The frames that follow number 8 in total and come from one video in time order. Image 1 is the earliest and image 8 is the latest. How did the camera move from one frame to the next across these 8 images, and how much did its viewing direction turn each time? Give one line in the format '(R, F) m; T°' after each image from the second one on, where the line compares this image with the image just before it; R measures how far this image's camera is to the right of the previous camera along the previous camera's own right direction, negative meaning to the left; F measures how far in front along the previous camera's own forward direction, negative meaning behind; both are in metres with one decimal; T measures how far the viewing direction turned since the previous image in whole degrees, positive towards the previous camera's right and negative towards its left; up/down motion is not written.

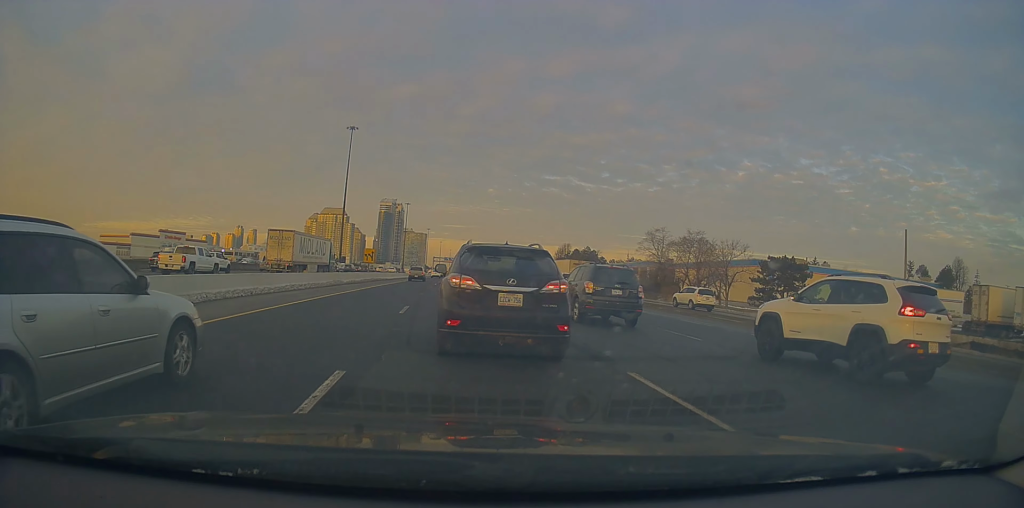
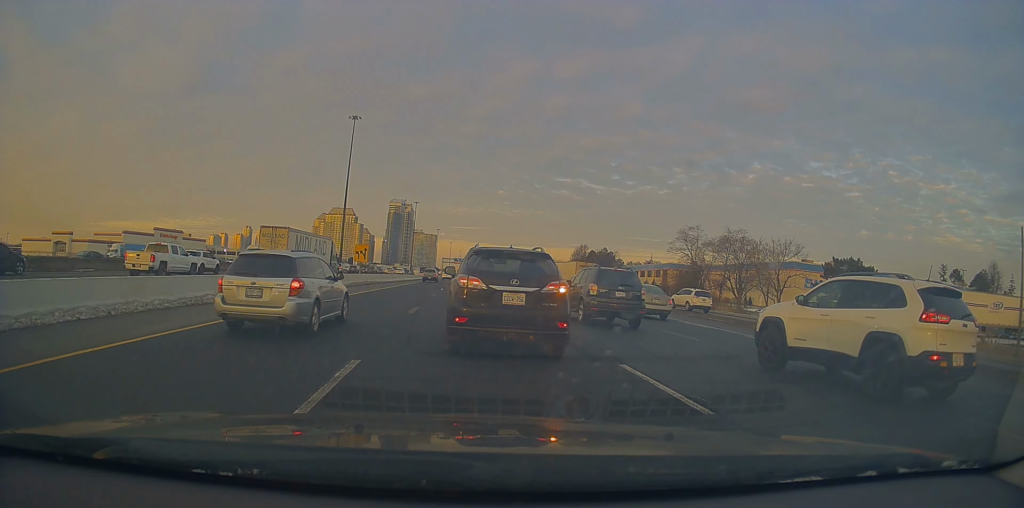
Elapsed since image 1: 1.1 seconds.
(-0.1, +11.6) m; -2°
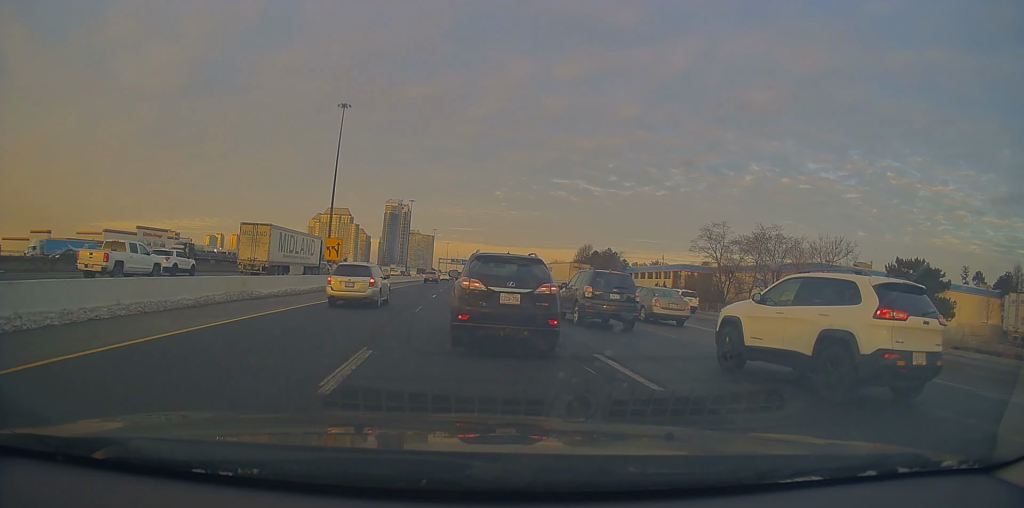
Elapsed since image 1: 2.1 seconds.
(-0.3, +10.9) m; +1°
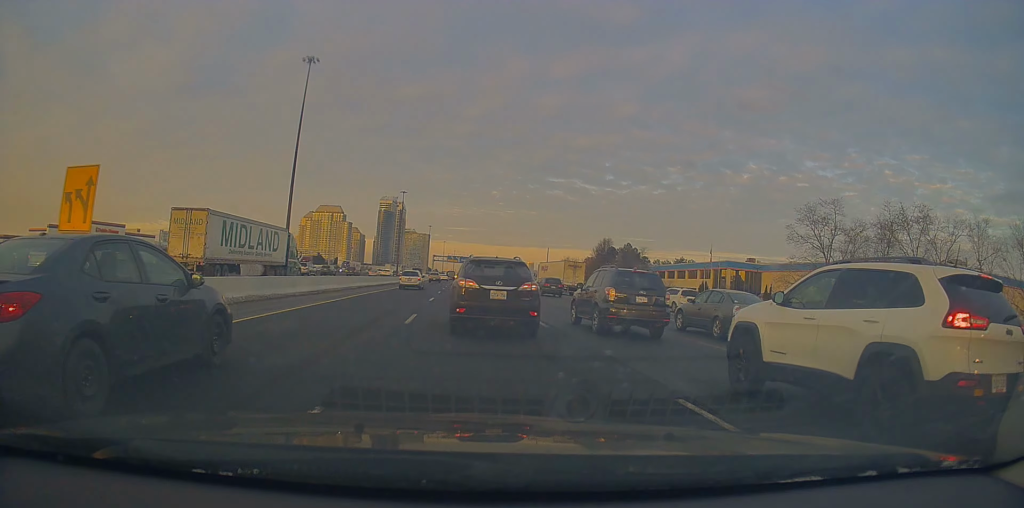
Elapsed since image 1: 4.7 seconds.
(+1.3, +28.0) m; -2°
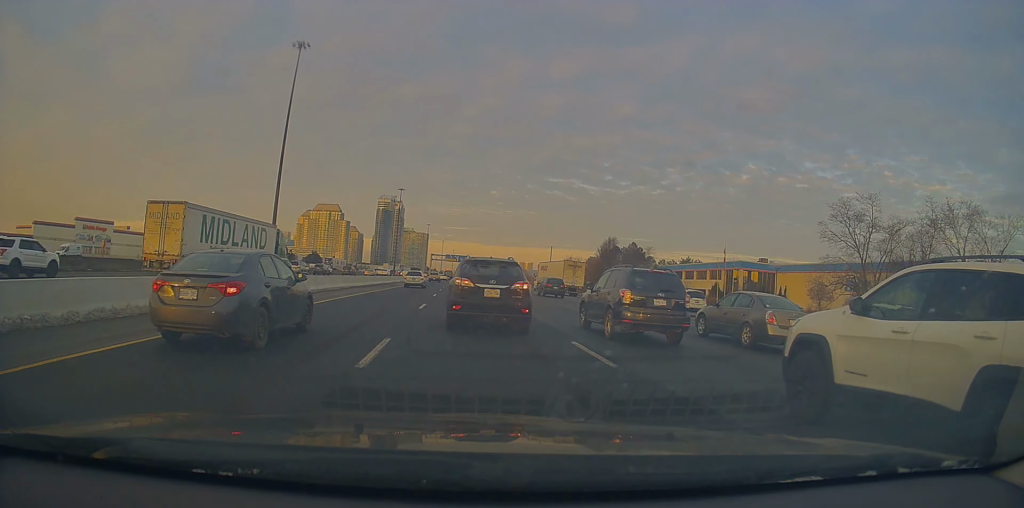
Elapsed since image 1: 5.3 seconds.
(-0.5, +6.3) m; 0°
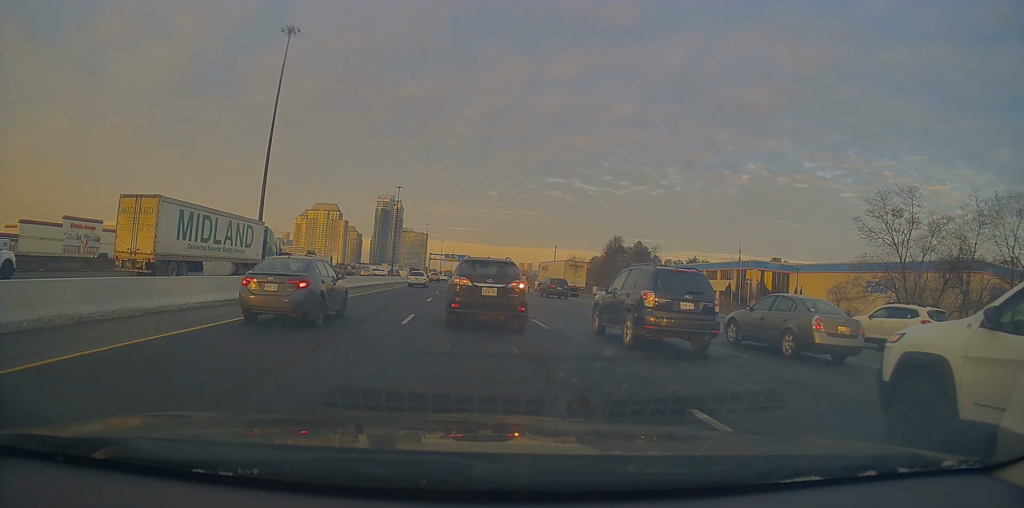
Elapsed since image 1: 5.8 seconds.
(-0.7, +5.6) m; 0°
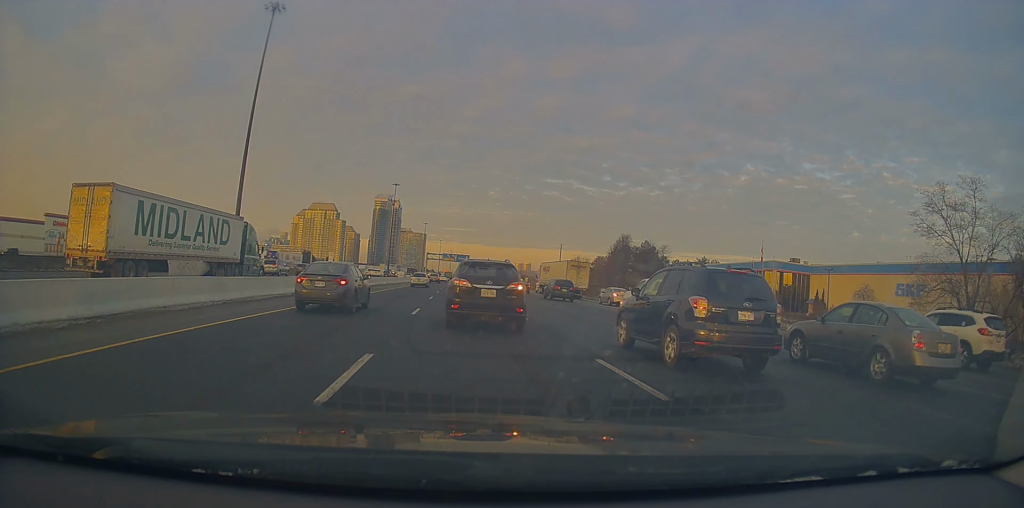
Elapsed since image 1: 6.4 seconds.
(+0.8, +7.8) m; +2°
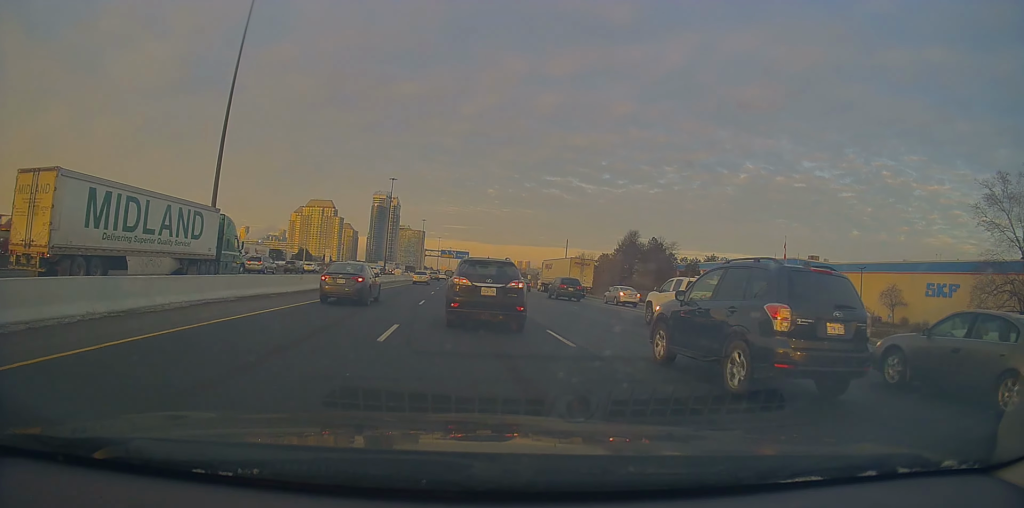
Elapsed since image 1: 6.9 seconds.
(+0.4, +6.8) m; +1°
